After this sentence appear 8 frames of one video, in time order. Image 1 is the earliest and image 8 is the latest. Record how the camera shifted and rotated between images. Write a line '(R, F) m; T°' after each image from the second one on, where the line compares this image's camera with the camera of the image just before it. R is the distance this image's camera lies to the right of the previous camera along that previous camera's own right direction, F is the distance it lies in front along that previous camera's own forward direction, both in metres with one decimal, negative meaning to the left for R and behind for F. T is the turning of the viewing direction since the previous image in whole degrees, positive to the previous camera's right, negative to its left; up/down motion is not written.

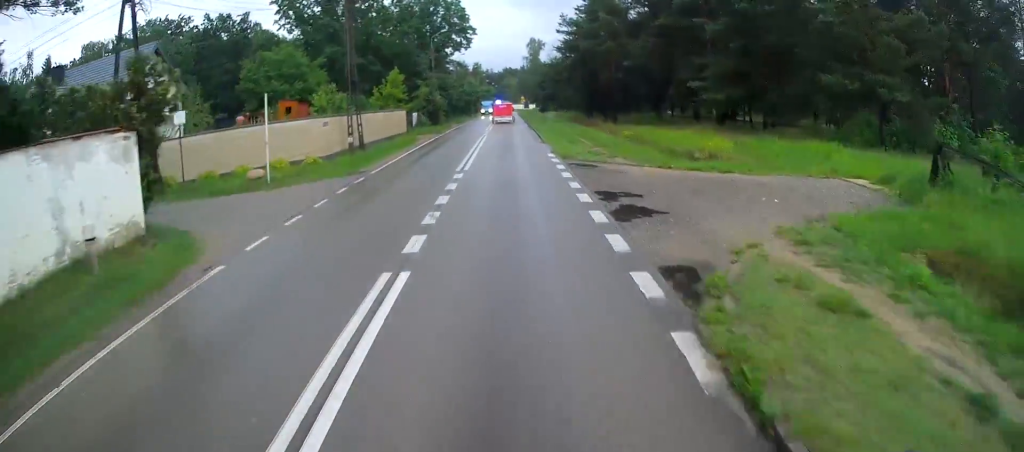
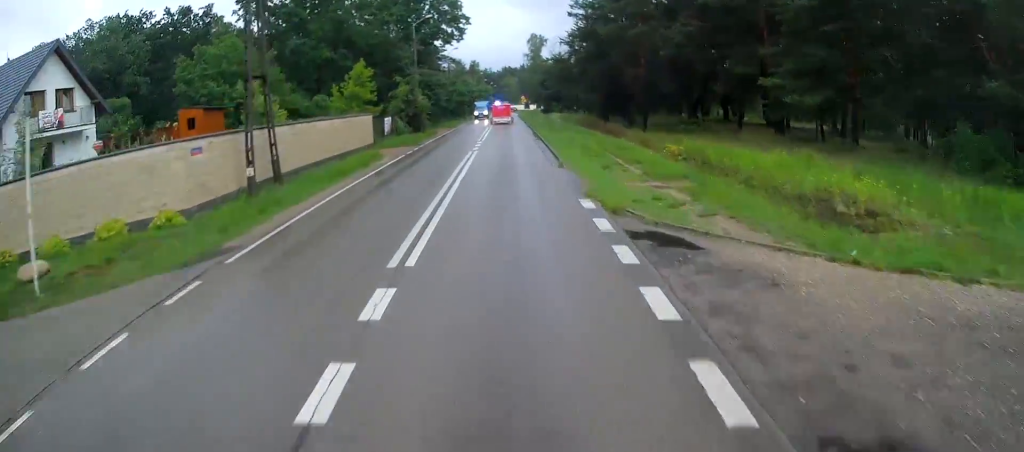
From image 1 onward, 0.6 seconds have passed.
(-0.1, +10.9) m; -1°
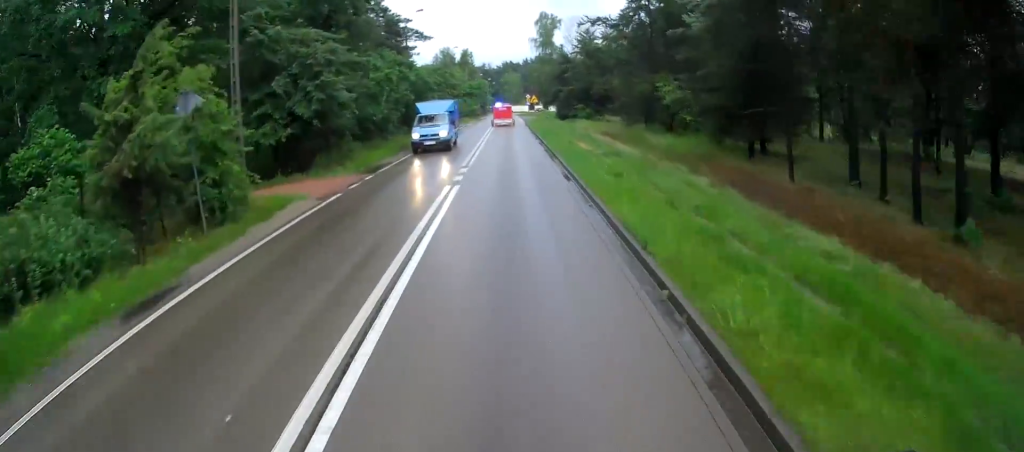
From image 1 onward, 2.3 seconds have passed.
(-0.3, +33.6) m; -1°
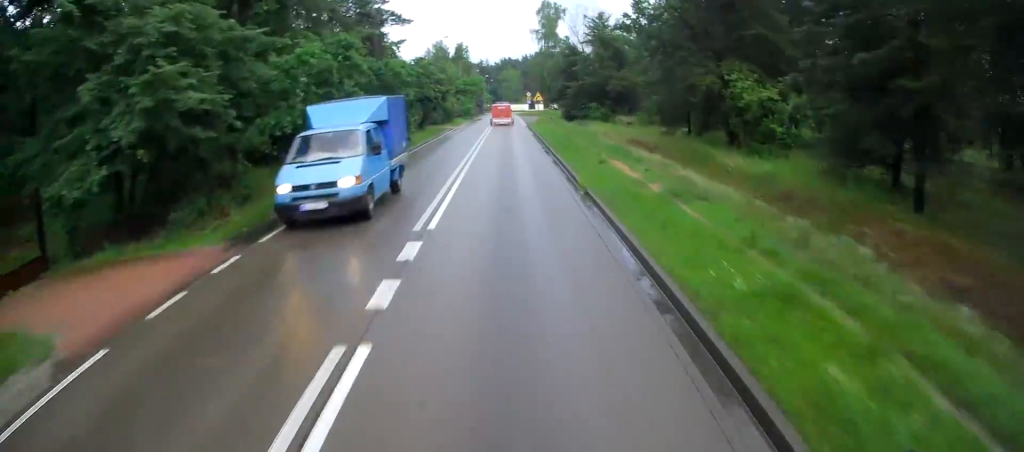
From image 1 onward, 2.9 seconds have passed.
(-0.1, +10.7) m; +1°
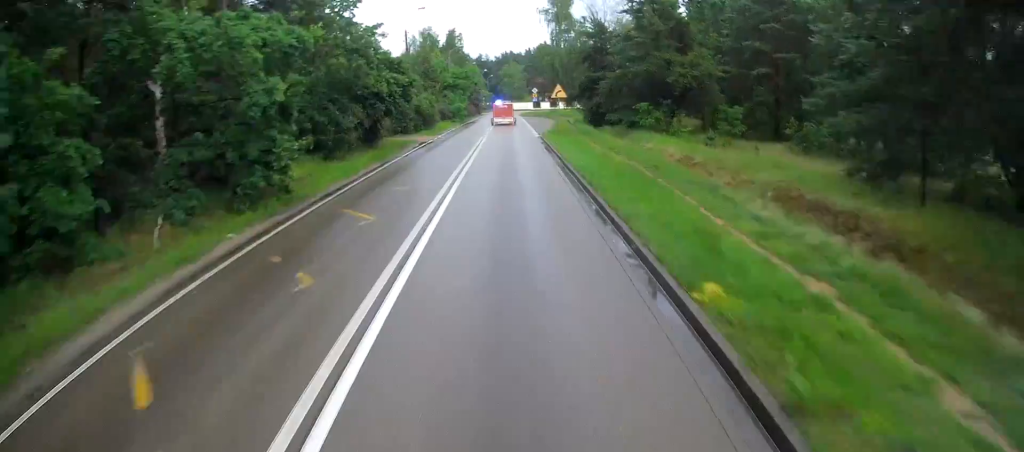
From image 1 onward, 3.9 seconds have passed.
(+0.4, +19.7) m; +3°
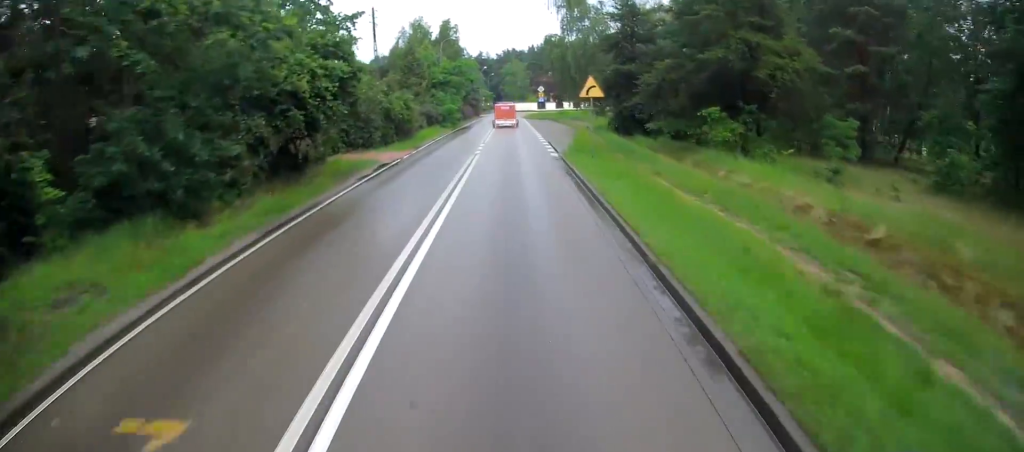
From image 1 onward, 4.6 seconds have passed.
(+0.2, +12.2) m; +1°
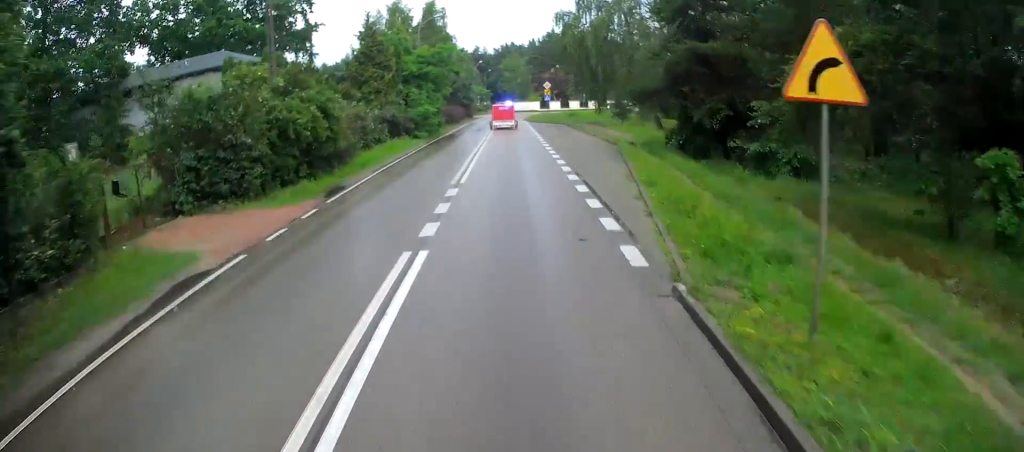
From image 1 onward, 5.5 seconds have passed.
(+0.1, +16.2) m; +1°
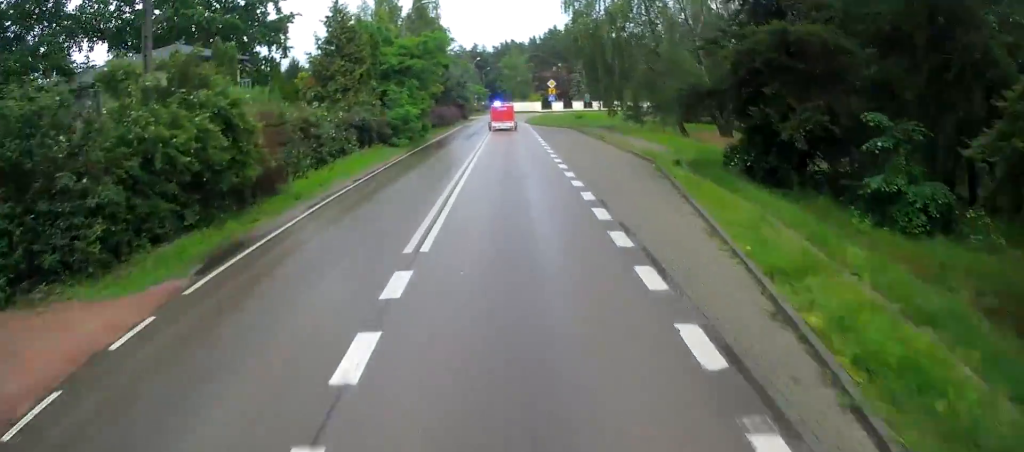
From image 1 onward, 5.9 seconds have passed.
(0.0, +7.8) m; 0°
